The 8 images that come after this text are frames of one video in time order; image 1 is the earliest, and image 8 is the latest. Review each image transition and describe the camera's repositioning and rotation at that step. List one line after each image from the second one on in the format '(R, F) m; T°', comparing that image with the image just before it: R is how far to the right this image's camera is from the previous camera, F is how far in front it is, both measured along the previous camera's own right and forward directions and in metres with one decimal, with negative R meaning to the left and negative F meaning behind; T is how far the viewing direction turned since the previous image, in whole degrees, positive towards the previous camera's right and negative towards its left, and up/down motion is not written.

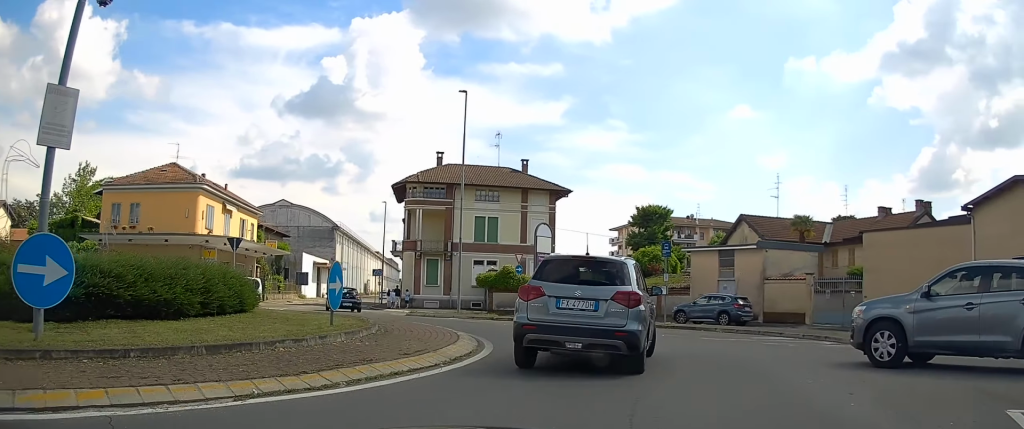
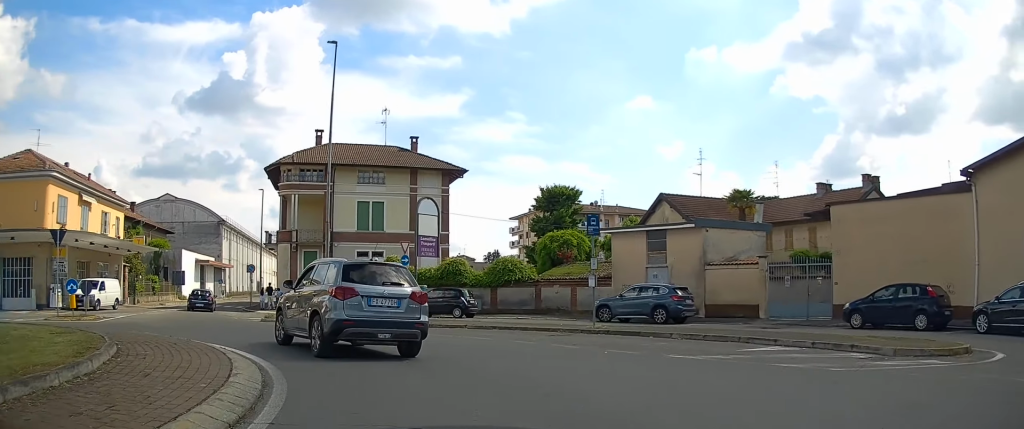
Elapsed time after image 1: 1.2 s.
(+0.5, +6.6) m; +1°
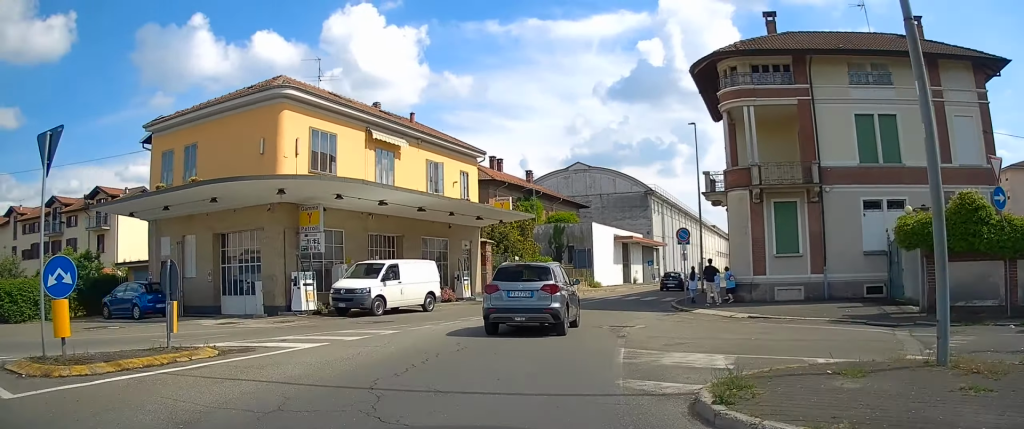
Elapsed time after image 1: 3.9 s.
(-4.4, +19.4) m; -29°
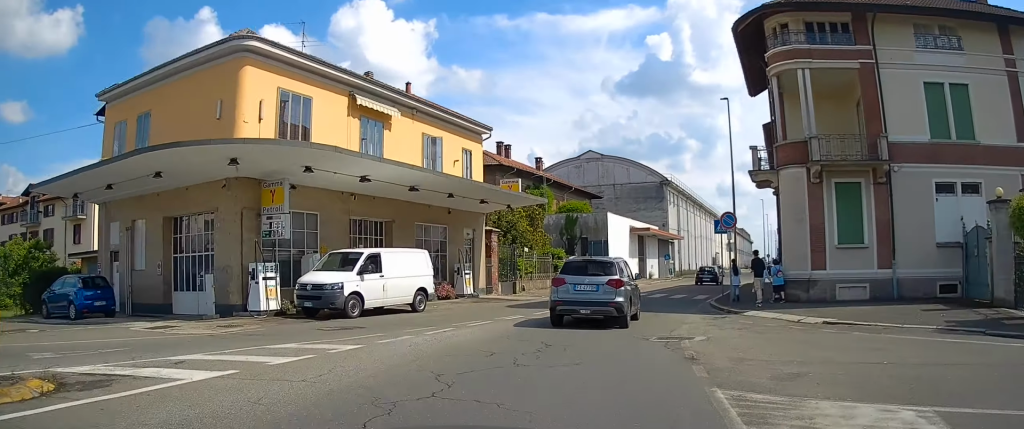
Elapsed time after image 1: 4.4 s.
(-0.4, +4.6) m; -1°
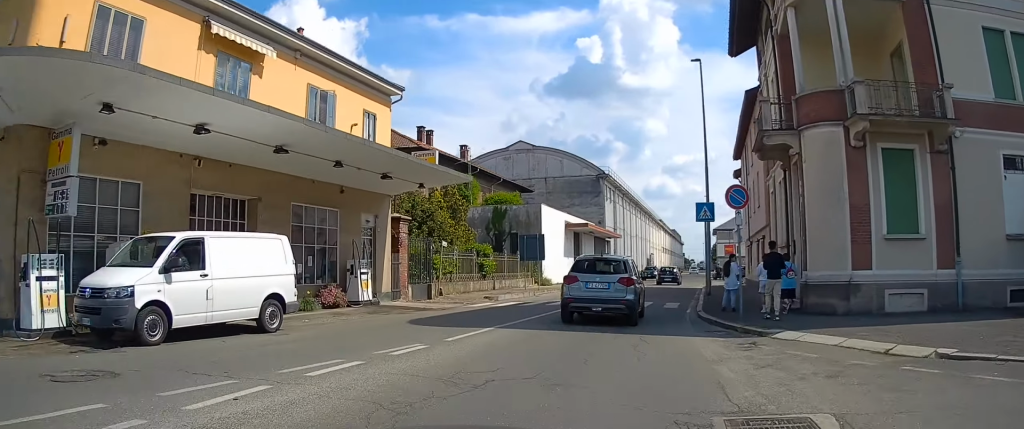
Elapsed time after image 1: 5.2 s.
(-0.3, +6.9) m; +2°
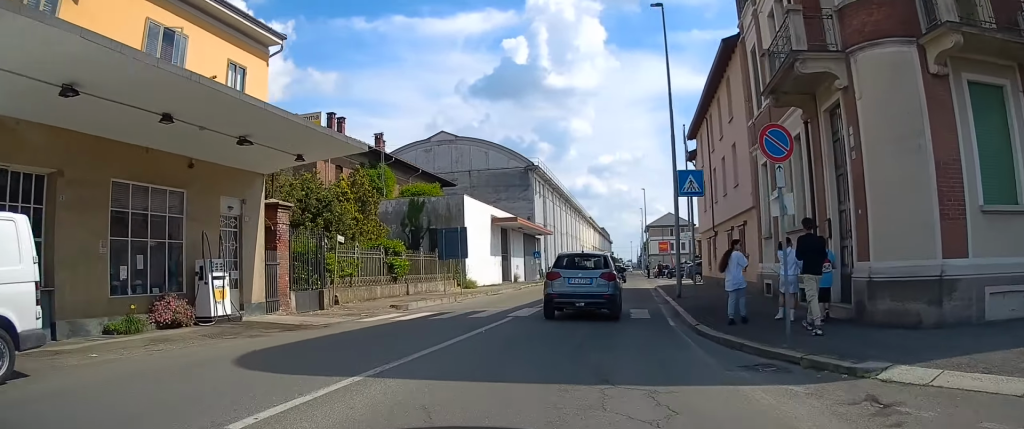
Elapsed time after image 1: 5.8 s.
(+0.5, +6.1) m; +6°
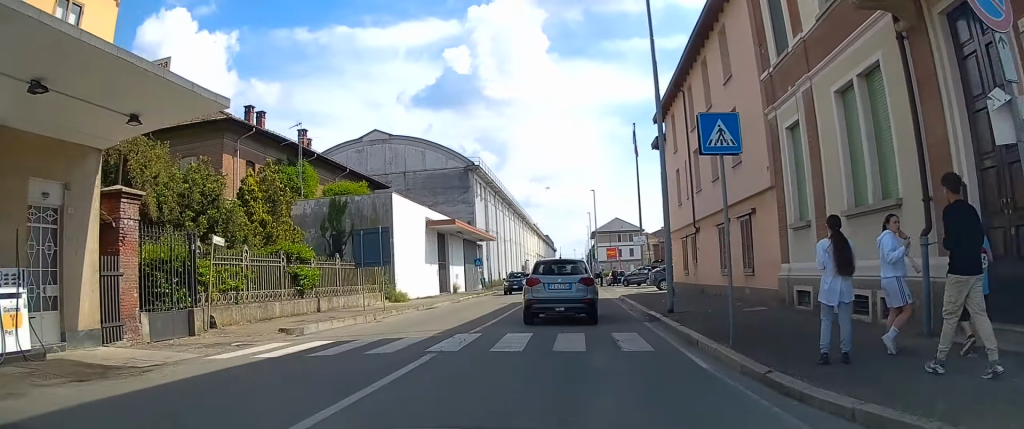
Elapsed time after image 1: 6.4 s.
(+0.3, +5.8) m; +4°
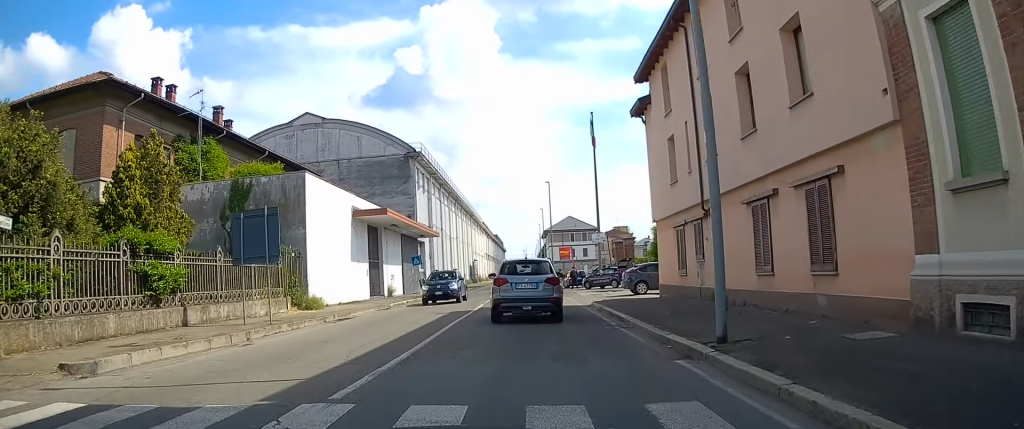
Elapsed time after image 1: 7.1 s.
(+0.2, +7.2) m; +4°
